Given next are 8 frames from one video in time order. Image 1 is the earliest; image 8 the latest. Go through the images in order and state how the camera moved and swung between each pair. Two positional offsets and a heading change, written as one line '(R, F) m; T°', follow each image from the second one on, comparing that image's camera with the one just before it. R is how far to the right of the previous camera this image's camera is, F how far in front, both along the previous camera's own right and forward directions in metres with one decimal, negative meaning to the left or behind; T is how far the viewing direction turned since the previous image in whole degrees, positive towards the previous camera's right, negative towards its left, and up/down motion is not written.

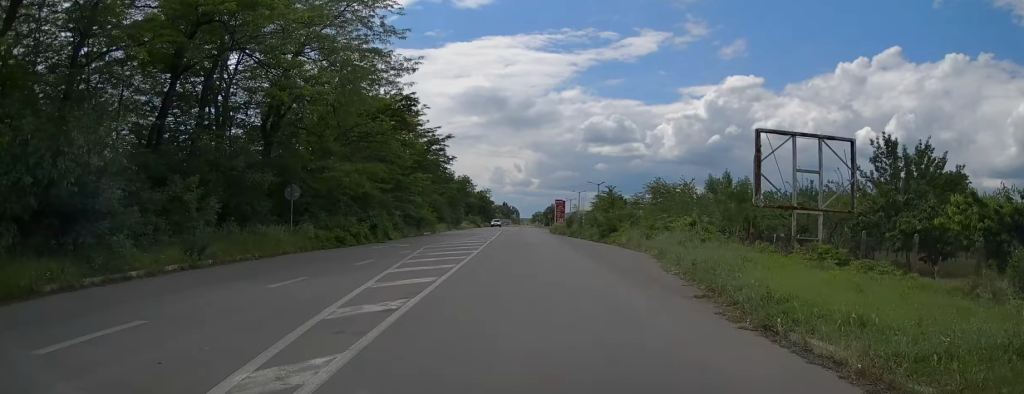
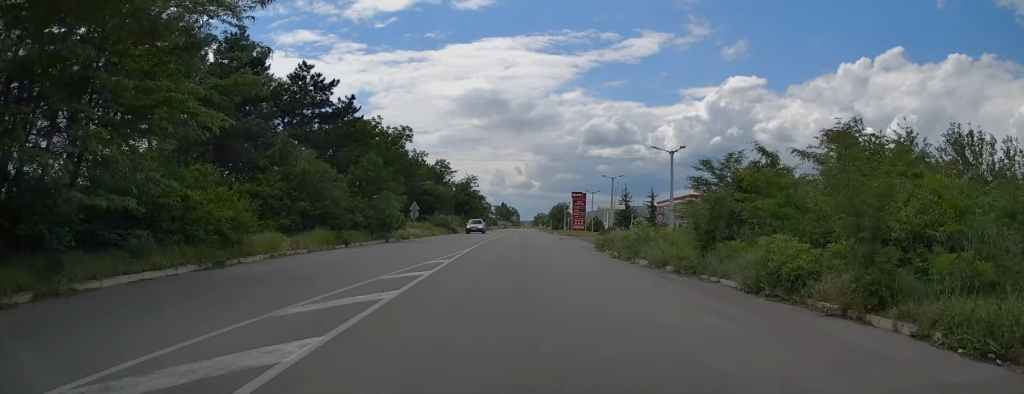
(-0.7, +42.9) m; -2°
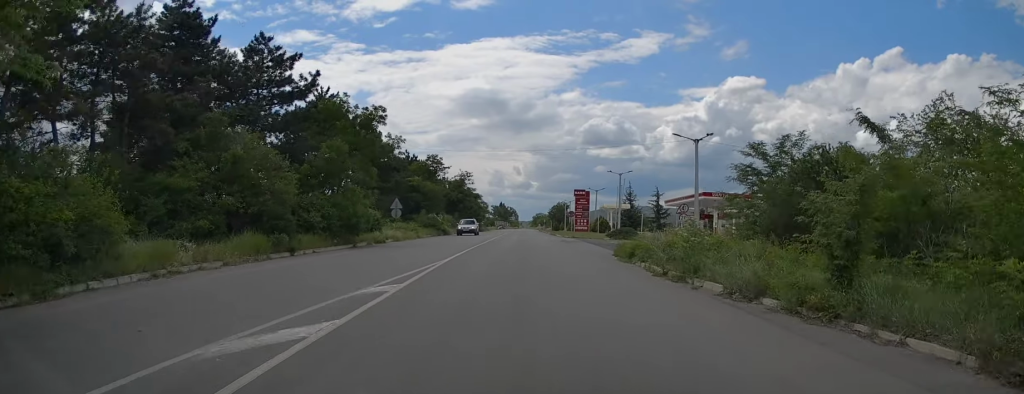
(0.0, +7.0) m; 0°
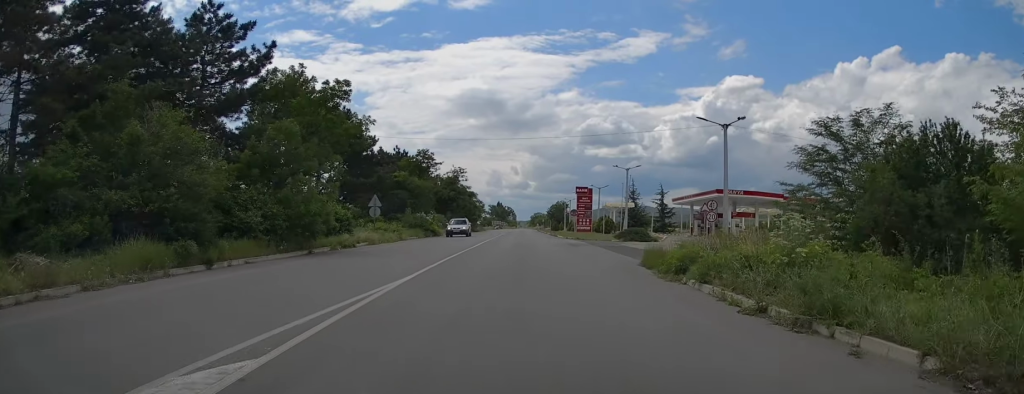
(0.0, +6.1) m; 0°
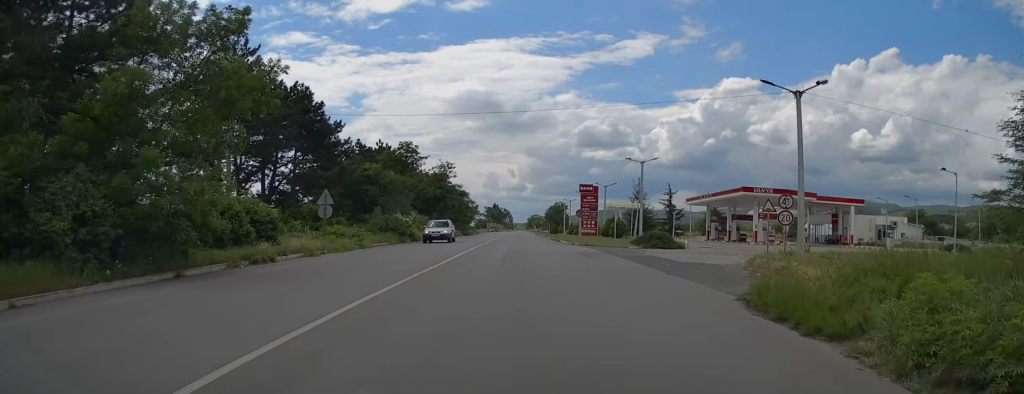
(0.0, +9.6) m; 0°
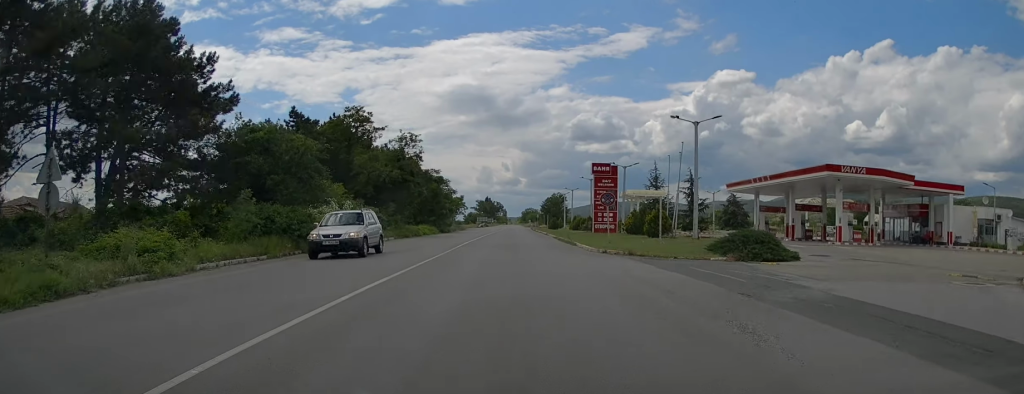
(-0.1, +19.0) m; +1°
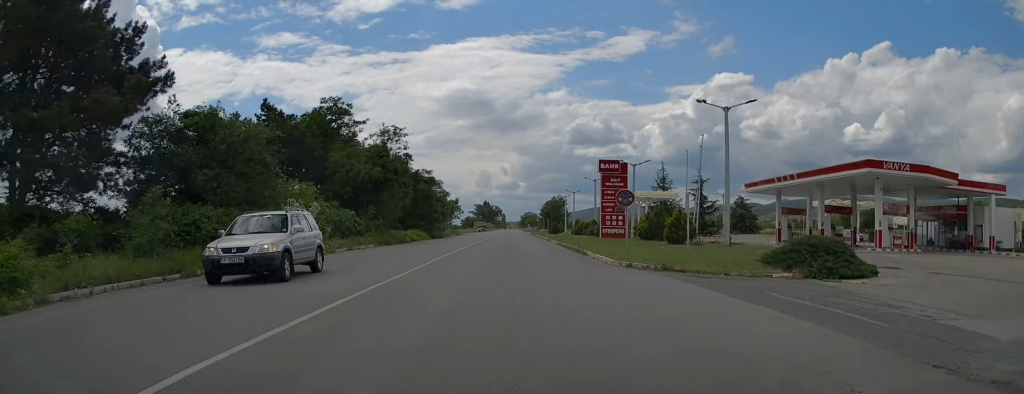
(0.0, +5.8) m; +1°
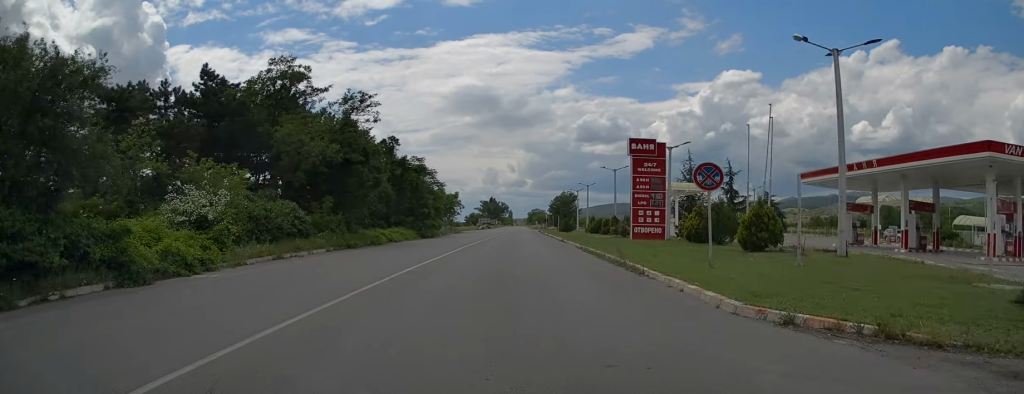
(+0.3, +10.6) m; 0°
